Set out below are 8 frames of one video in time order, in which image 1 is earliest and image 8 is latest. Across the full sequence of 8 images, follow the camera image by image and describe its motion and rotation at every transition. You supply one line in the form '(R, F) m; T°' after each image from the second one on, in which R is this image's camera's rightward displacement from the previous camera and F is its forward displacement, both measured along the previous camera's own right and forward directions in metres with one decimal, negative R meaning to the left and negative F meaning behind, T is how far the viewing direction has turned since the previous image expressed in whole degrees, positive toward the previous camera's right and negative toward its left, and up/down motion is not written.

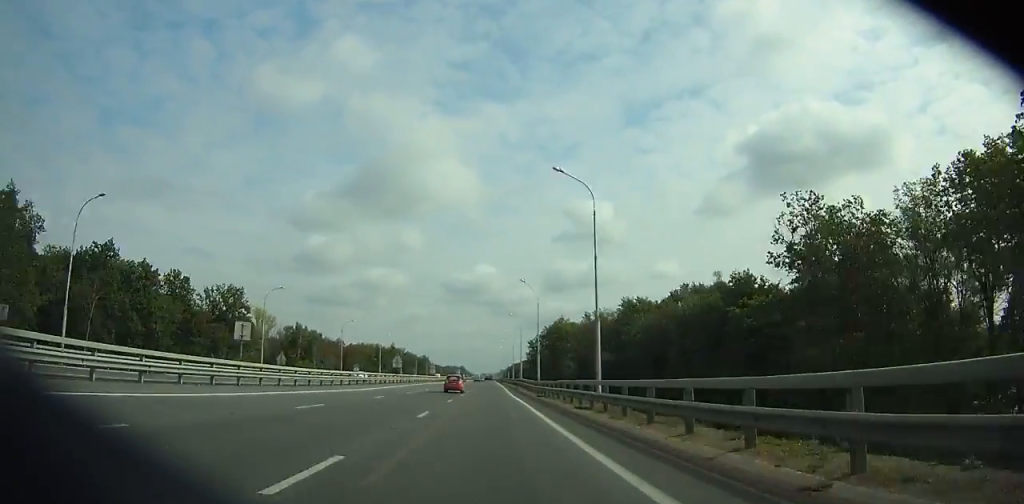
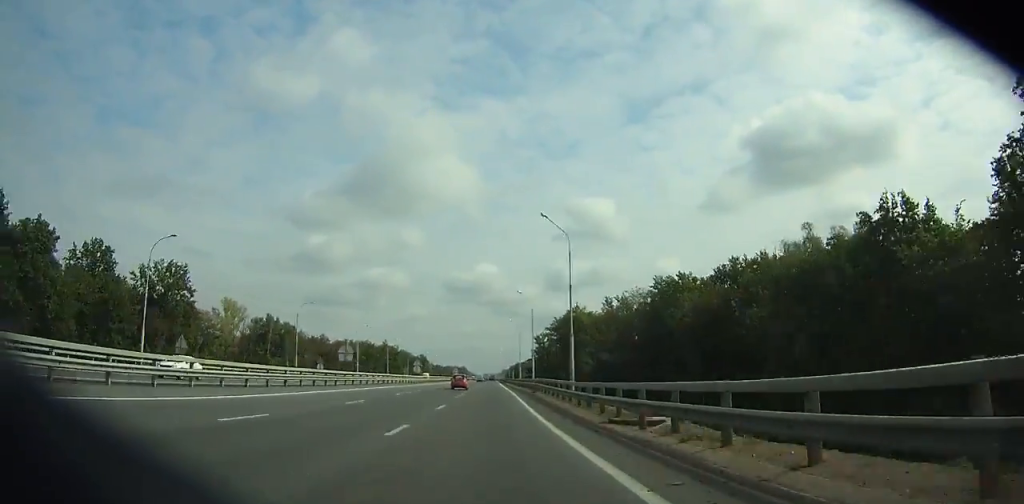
(+0.1, +30.2) m; 0°
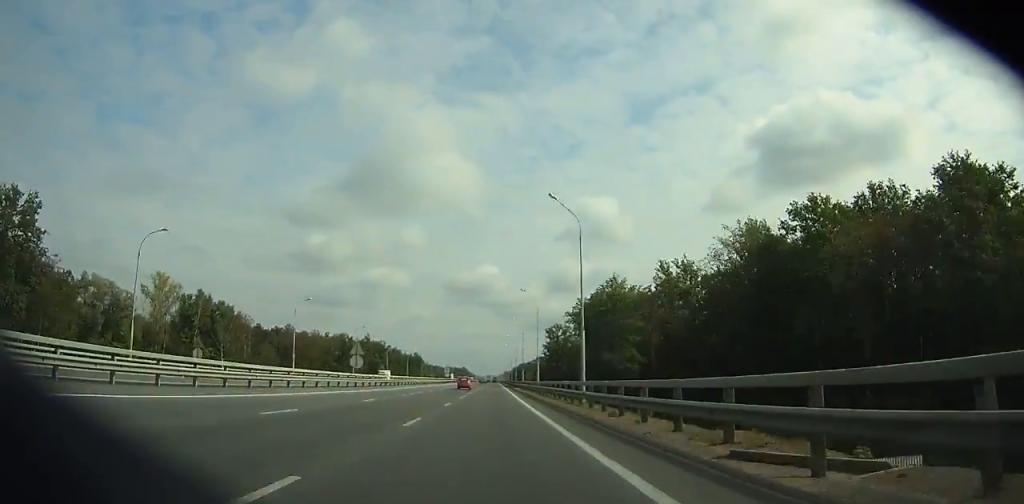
(+0.1, +45.7) m; 0°
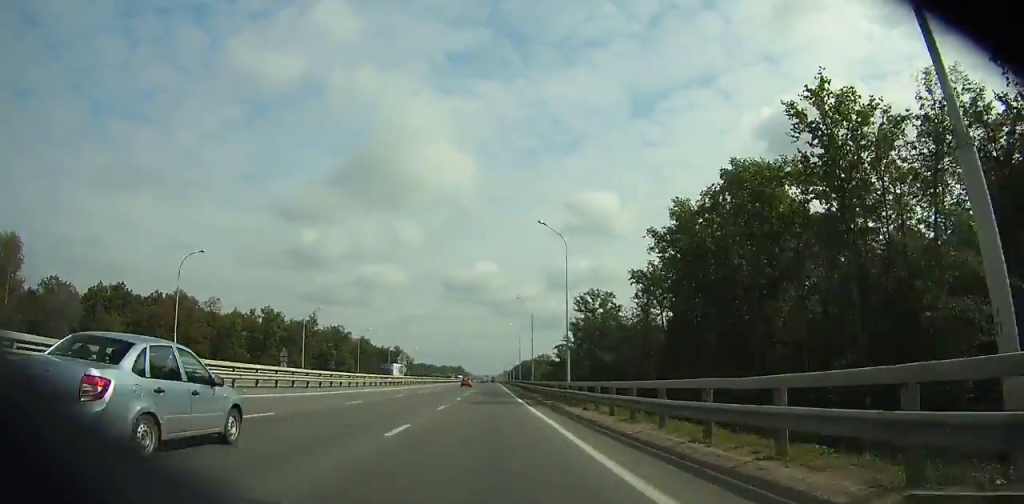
(+0.3, +78.9) m; 0°
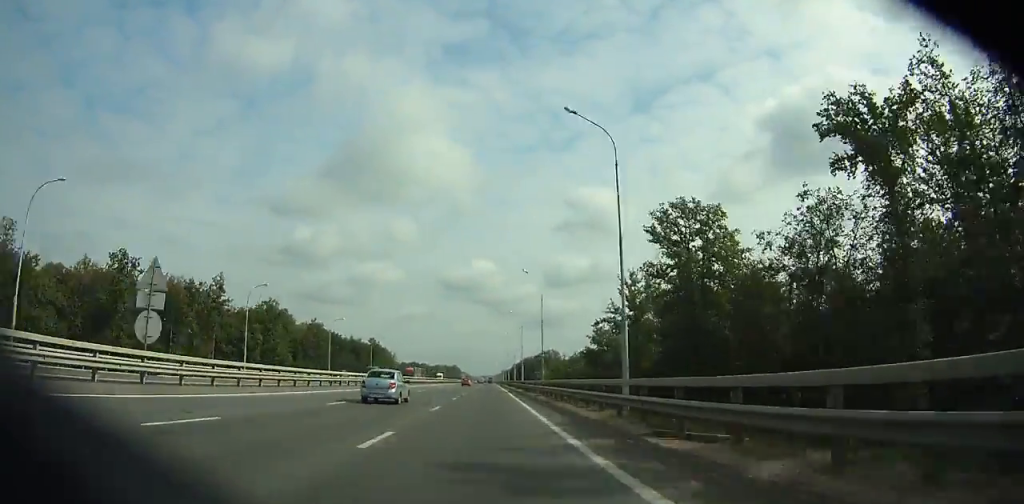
(+0.2, +63.3) m; 0°
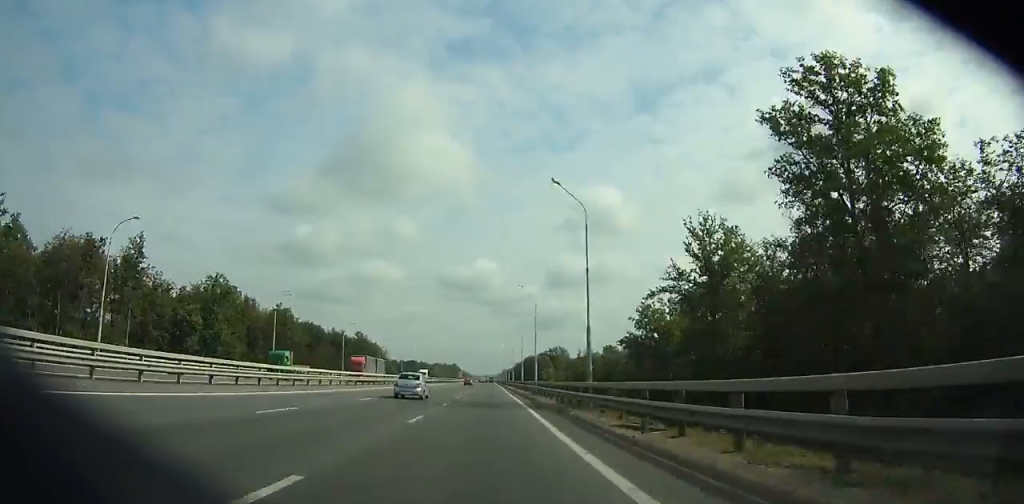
(-0.3, +28.8) m; 0°
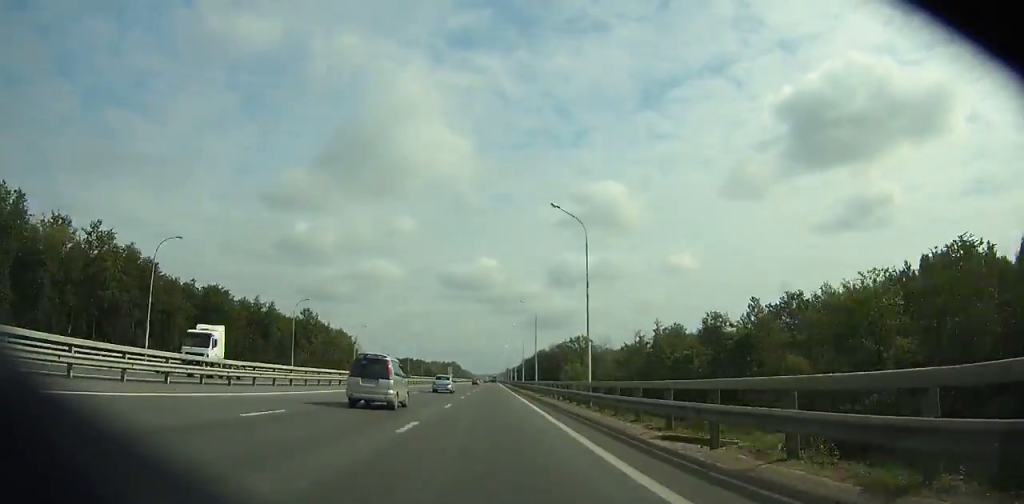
(-0.5, +70.6) m; 0°
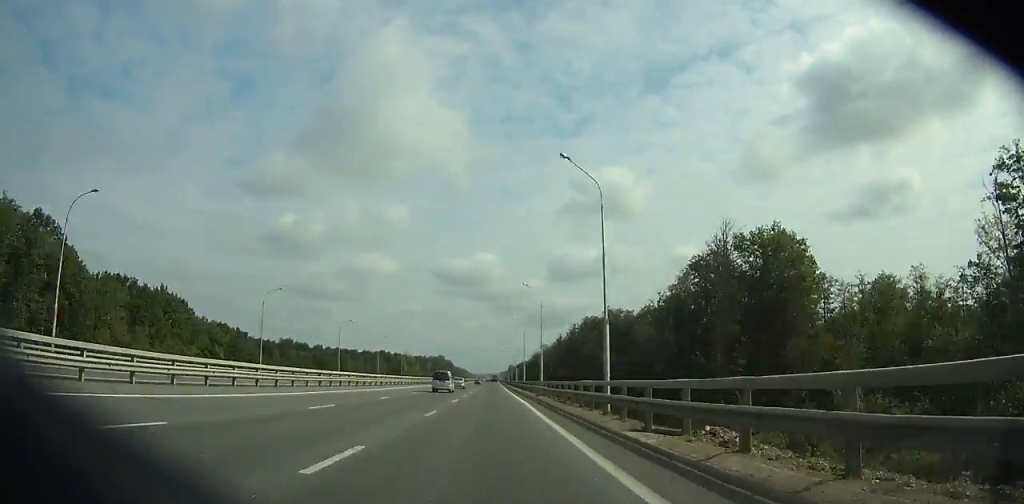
(+0.7, +164.2) m; +1°
